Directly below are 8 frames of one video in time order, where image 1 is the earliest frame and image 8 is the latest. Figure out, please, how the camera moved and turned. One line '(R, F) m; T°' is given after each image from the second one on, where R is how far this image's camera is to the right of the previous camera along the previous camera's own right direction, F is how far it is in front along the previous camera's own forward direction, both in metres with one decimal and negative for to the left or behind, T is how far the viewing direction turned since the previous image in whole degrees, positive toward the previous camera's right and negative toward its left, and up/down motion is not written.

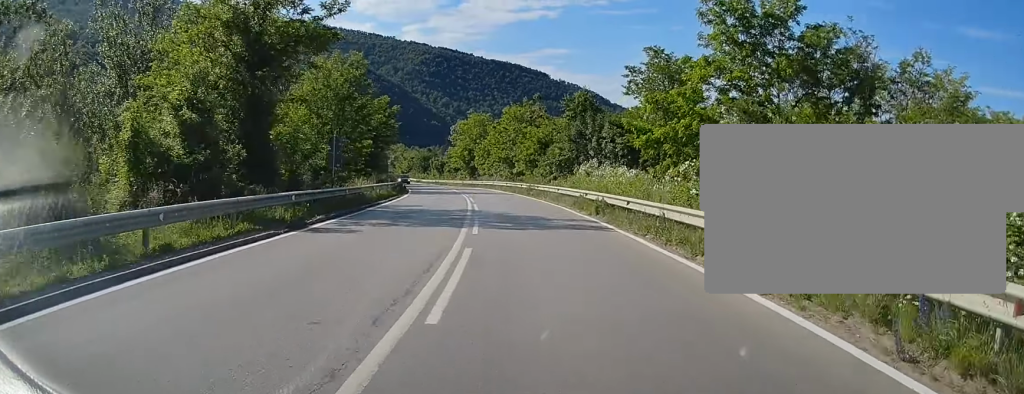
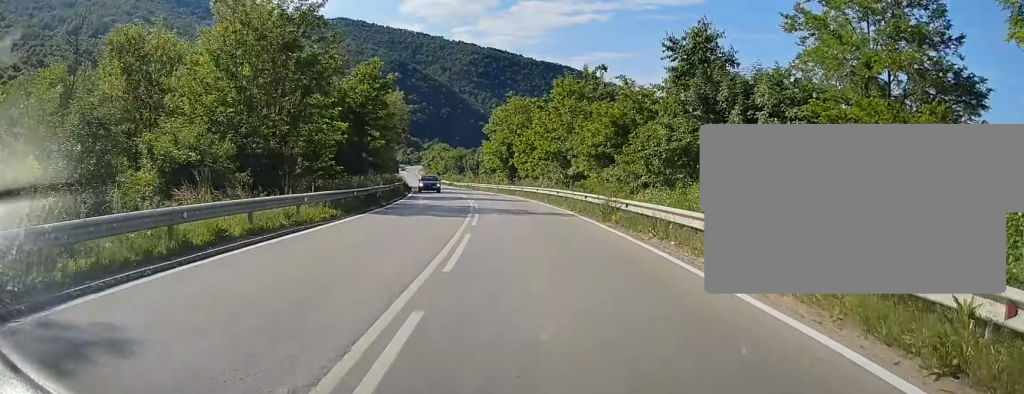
(0.0, +23.9) m; 0°
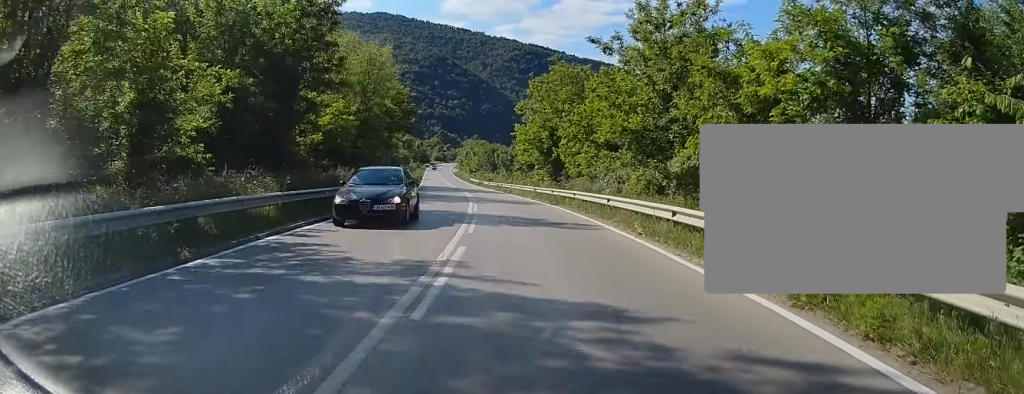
(0.0, +21.6) m; 0°
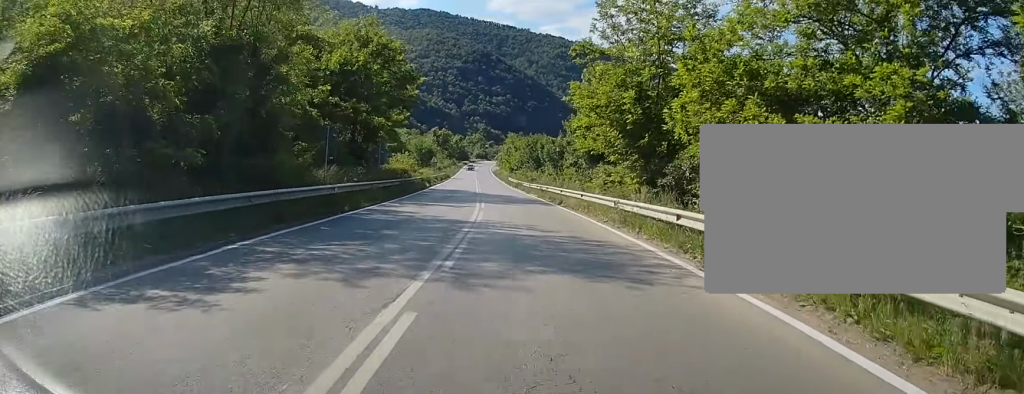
(0.0, +24.2) m; 0°
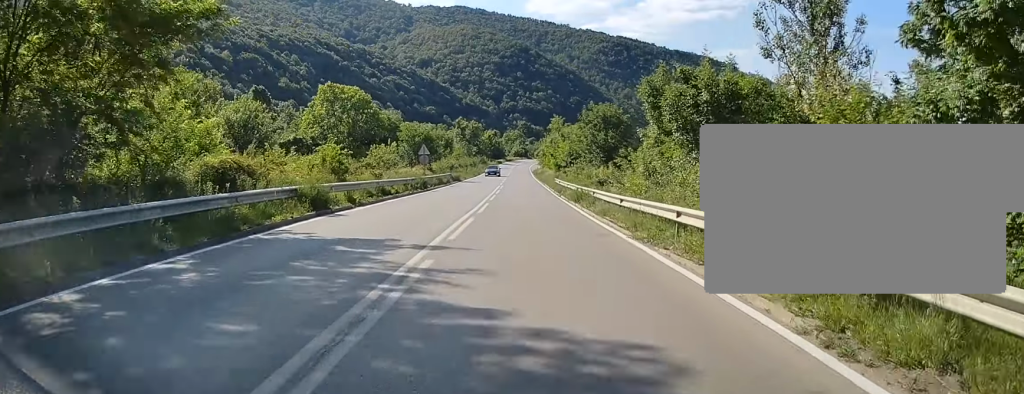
(0.0, +40.4) m; 0°
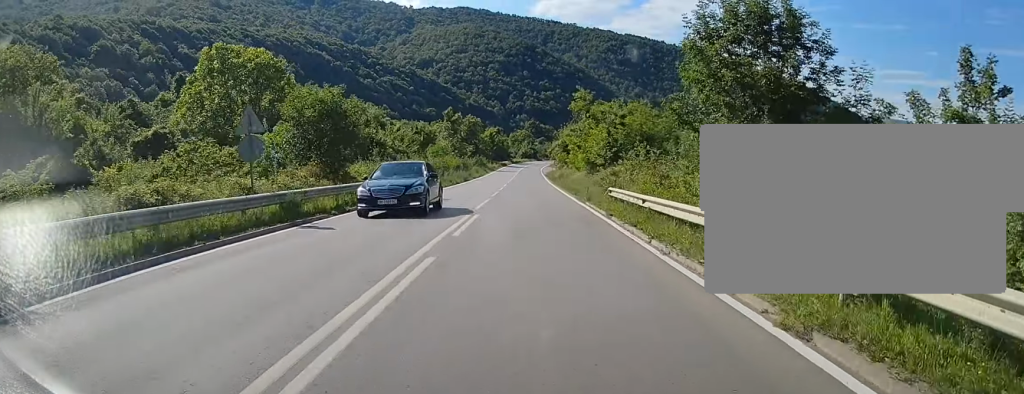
(0.0, +35.6) m; 0°
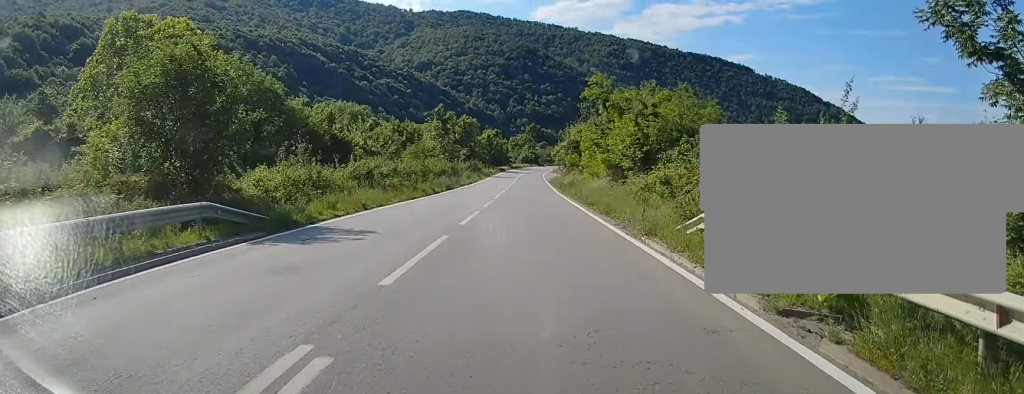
(0.0, +14.4) m; 0°
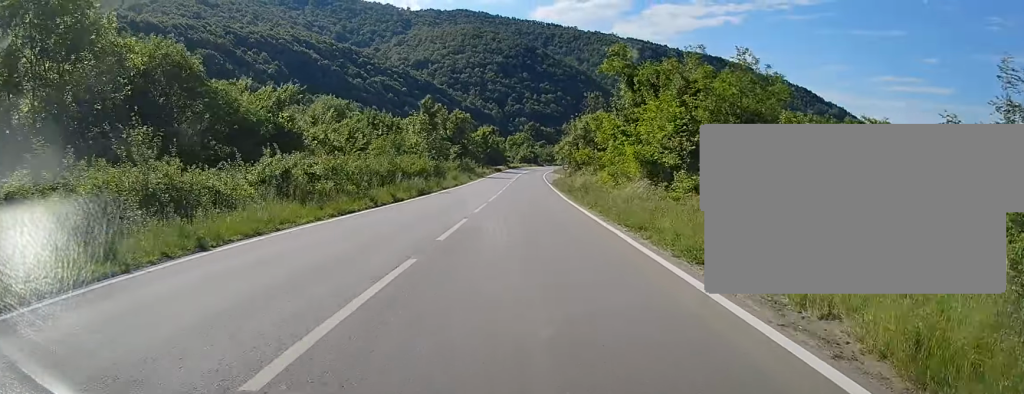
(0.0, +12.7) m; 0°
